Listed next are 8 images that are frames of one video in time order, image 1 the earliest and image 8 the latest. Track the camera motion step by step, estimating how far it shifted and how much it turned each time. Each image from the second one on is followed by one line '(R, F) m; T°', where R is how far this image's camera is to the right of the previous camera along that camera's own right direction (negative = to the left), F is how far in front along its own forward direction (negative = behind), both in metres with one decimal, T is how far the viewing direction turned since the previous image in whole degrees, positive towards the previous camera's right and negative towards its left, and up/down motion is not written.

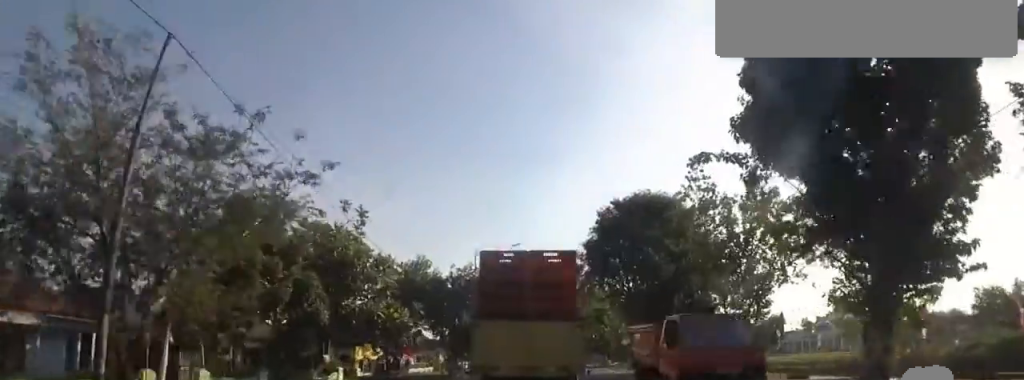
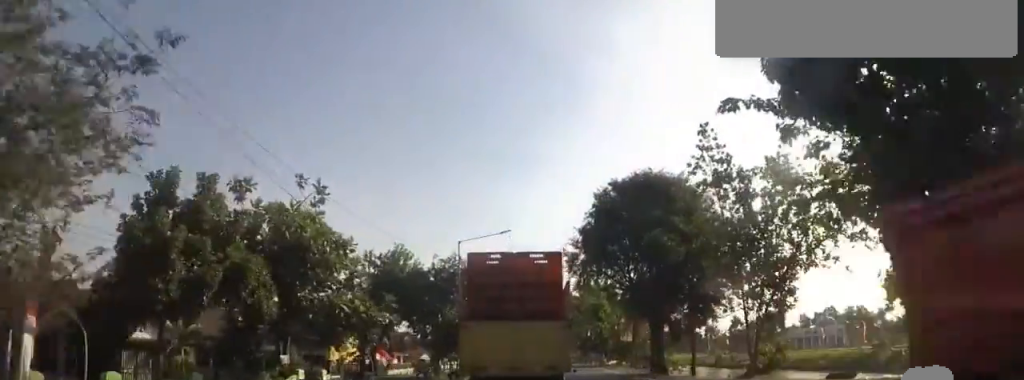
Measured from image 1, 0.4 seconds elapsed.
(0.0, +3.8) m; -1°
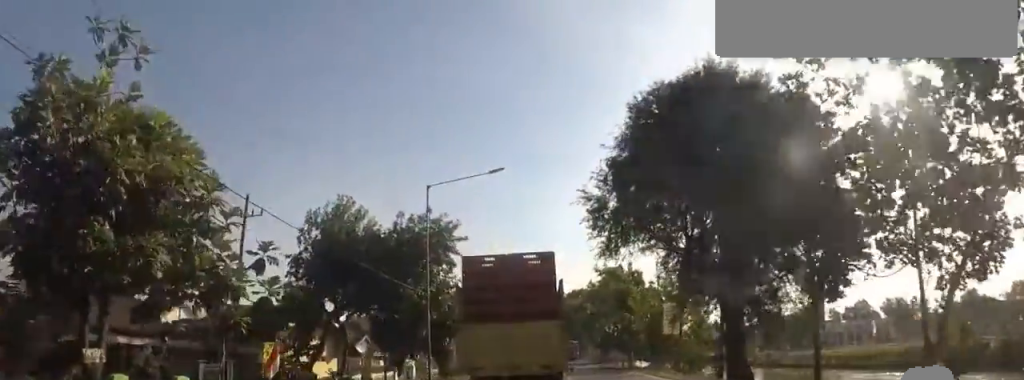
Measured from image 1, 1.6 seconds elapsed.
(-0.5, +11.5) m; -2°
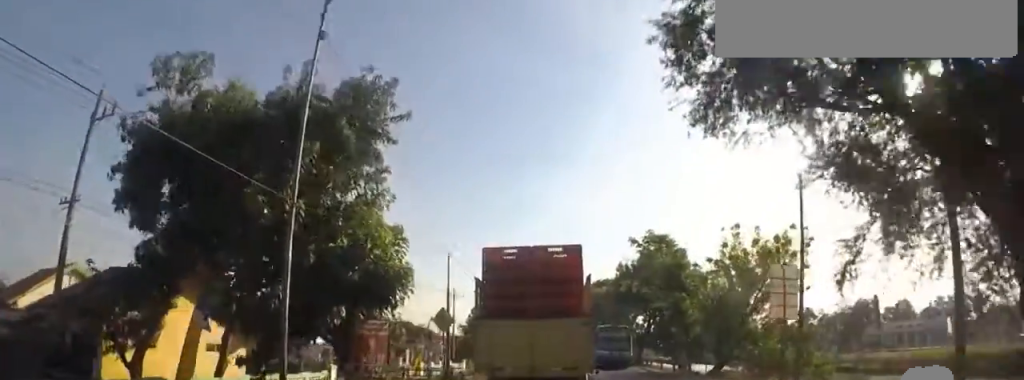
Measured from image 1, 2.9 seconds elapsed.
(+0.2, +12.4) m; 0°
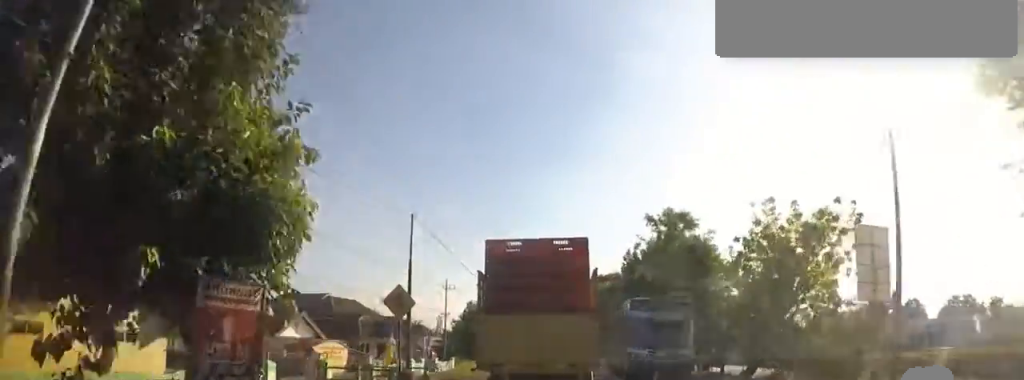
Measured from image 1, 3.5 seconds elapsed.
(-0.2, +5.2) m; 0°
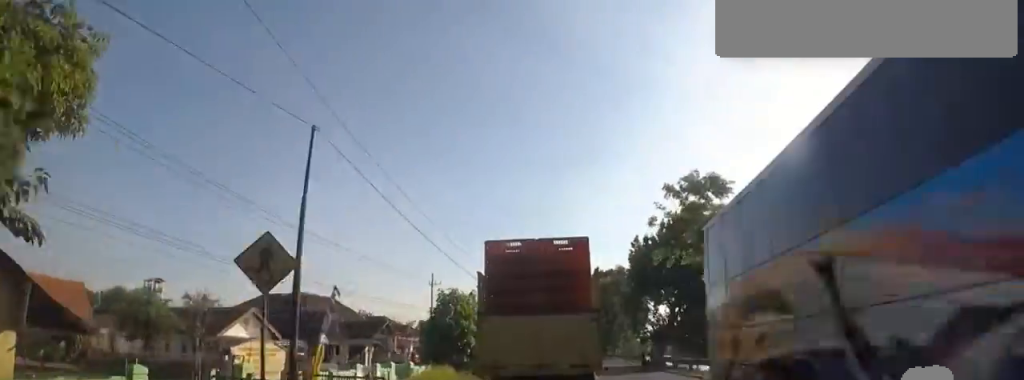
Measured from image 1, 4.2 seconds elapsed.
(0.0, +6.3) m; 0°
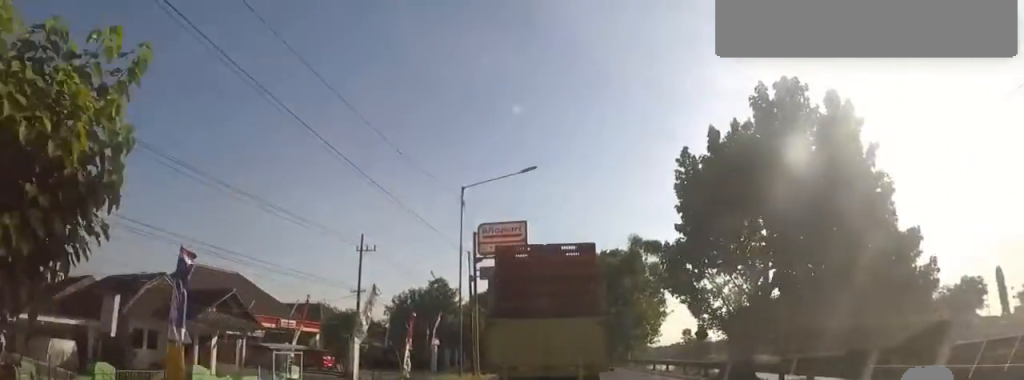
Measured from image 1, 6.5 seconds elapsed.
(+0.1, +20.2) m; 0°
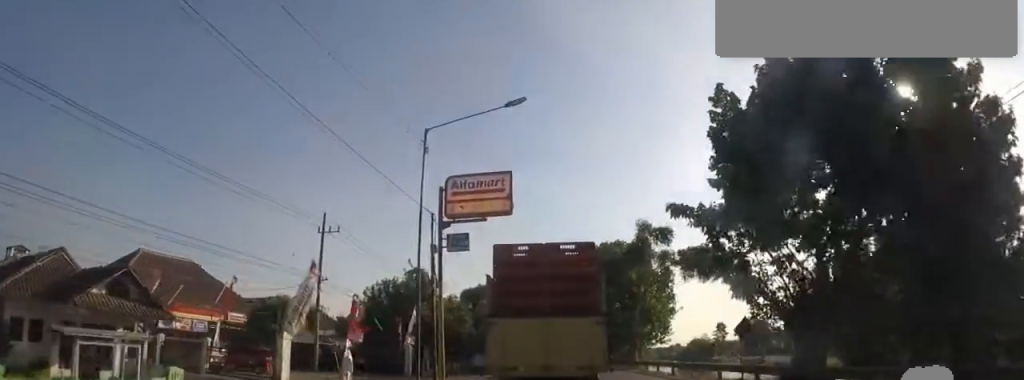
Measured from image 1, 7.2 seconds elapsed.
(0.0, +6.4) m; 0°
